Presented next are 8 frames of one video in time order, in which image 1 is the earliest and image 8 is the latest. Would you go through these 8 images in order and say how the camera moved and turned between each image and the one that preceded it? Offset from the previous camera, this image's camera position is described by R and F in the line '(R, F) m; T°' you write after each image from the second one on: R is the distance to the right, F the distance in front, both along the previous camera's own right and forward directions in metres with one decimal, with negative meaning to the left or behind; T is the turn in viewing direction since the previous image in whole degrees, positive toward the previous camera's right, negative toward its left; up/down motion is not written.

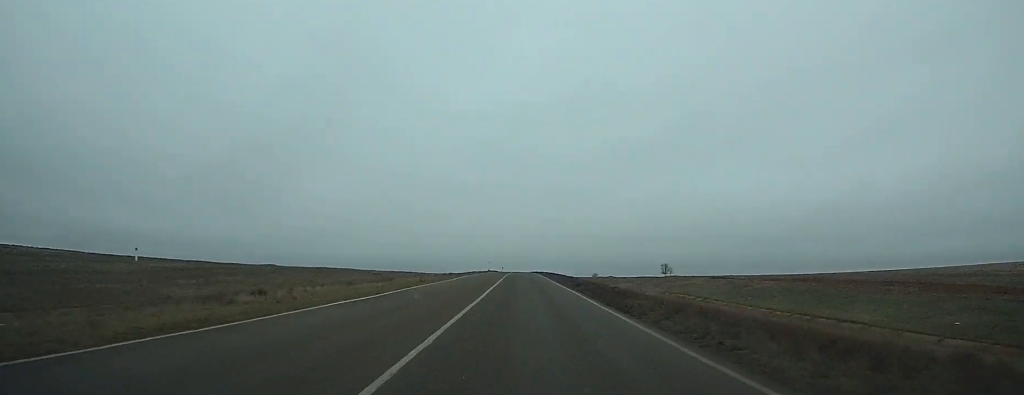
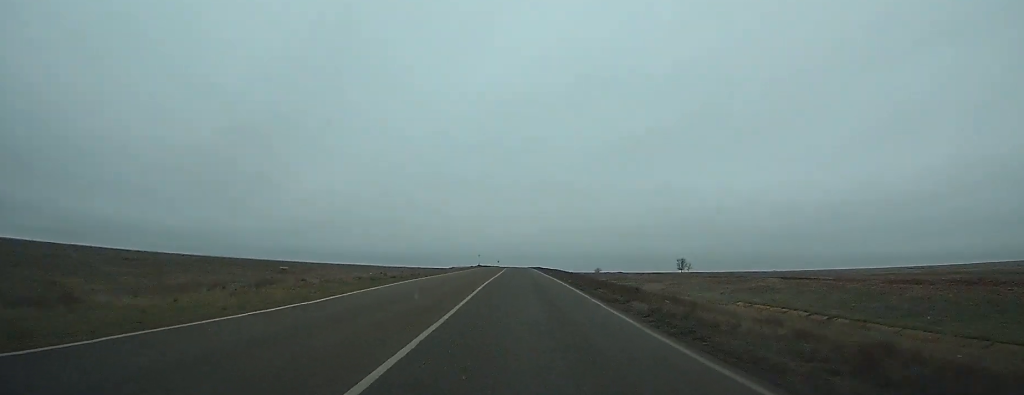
(0.0, +34.2) m; 0°
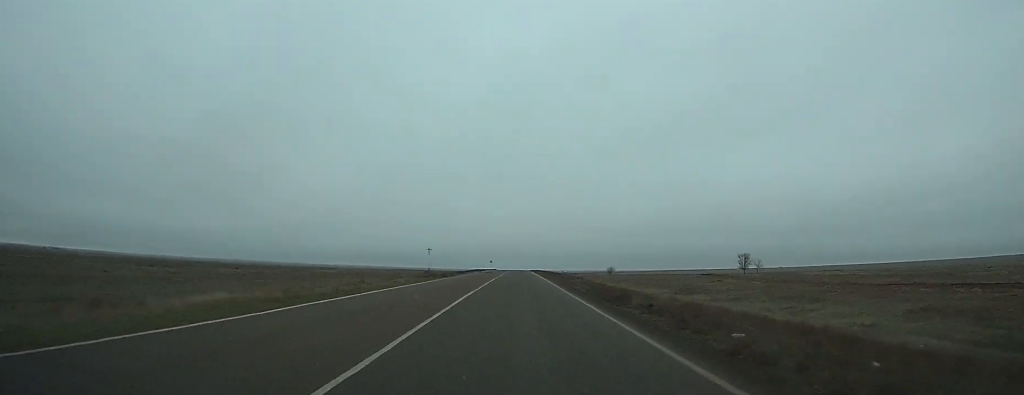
(-0.1, +72.5) m; 0°
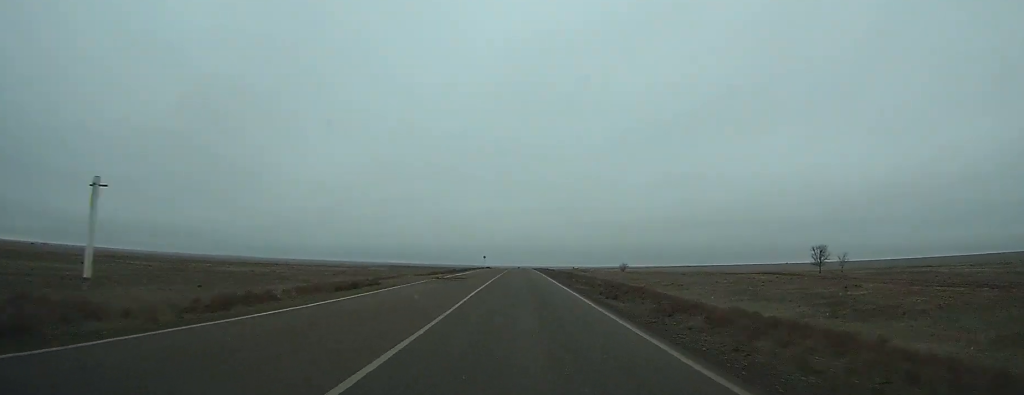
(0.0, +45.3) m; 0°
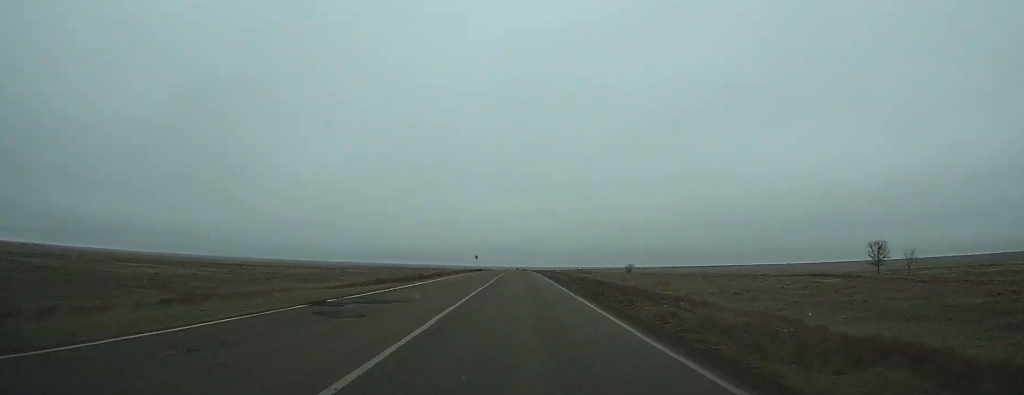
(0.0, +23.4) m; 0°
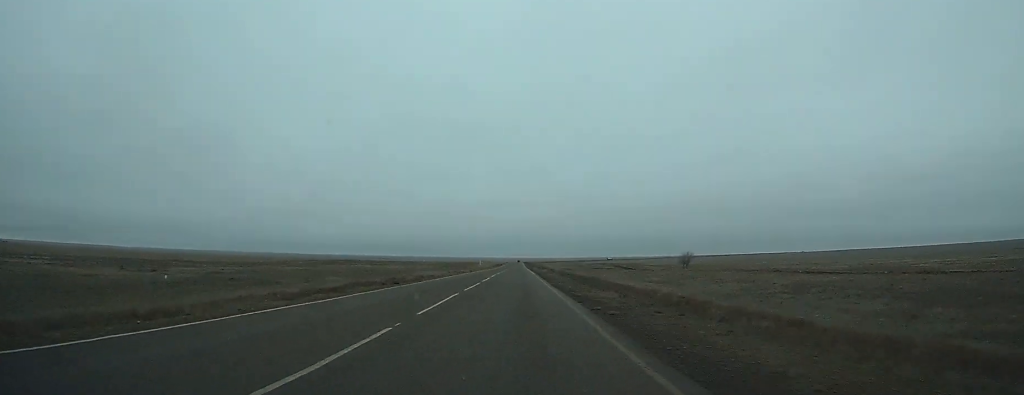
(+0.2, +127.4) m; 0°
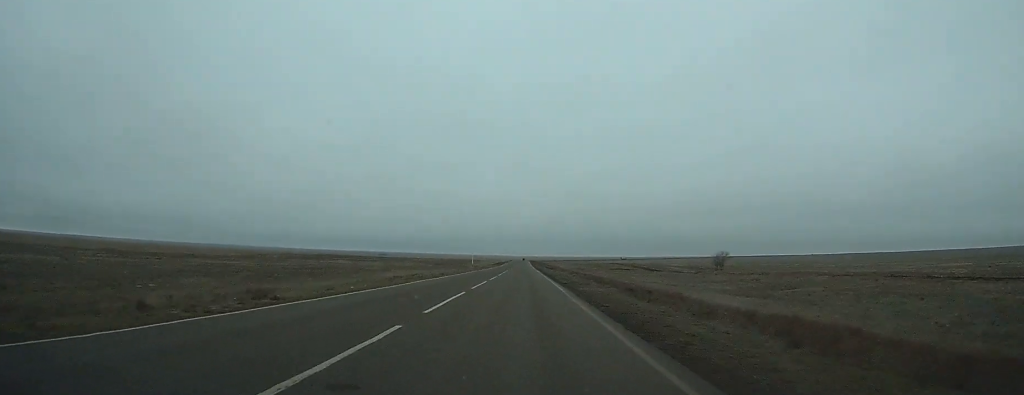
(-0.1, +36.7) m; 0°
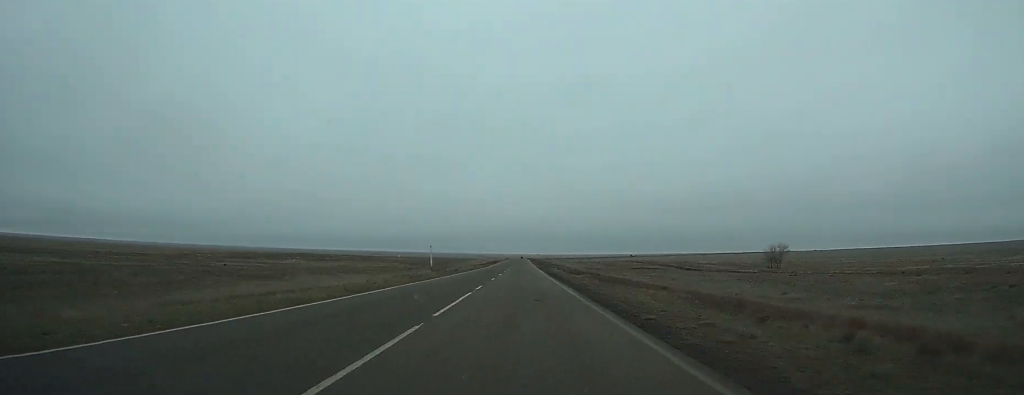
(+0.1, +47.0) m; 0°
